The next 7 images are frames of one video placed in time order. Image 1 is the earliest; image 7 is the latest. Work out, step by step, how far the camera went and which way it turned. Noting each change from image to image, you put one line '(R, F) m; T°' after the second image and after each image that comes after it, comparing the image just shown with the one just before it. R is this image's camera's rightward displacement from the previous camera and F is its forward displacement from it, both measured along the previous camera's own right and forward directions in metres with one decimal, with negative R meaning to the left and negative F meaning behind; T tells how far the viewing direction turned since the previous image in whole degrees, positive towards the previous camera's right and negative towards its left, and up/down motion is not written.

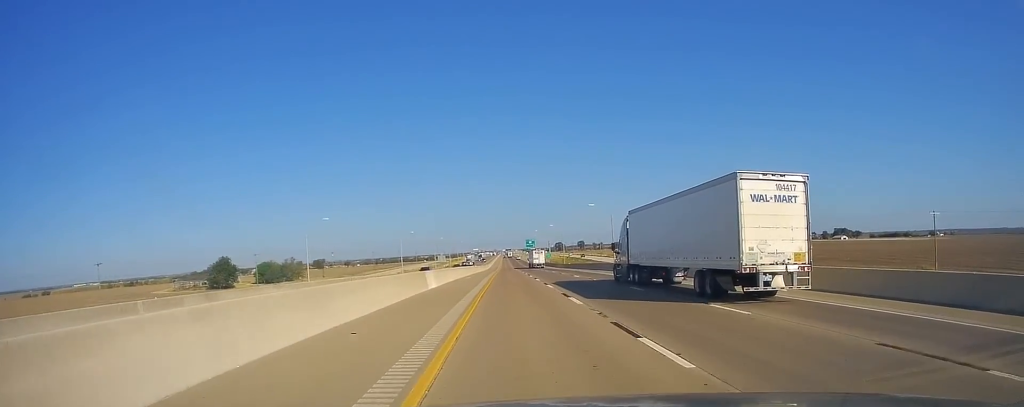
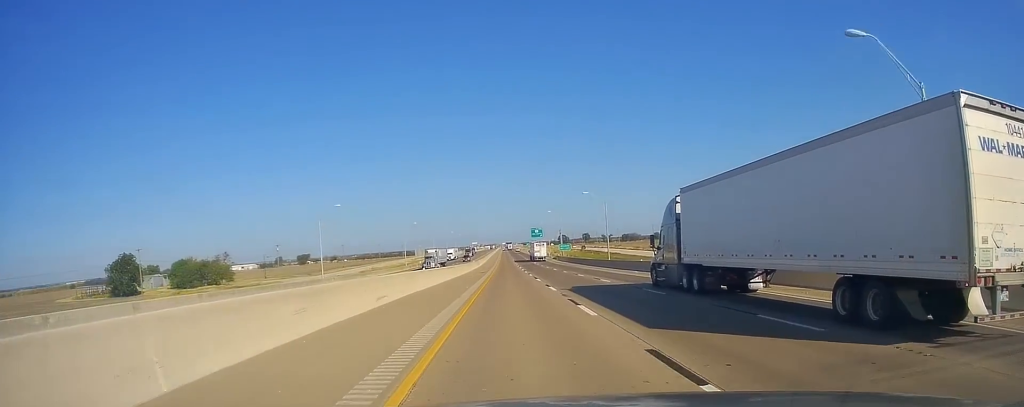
(+0.4, +64.7) m; +2°
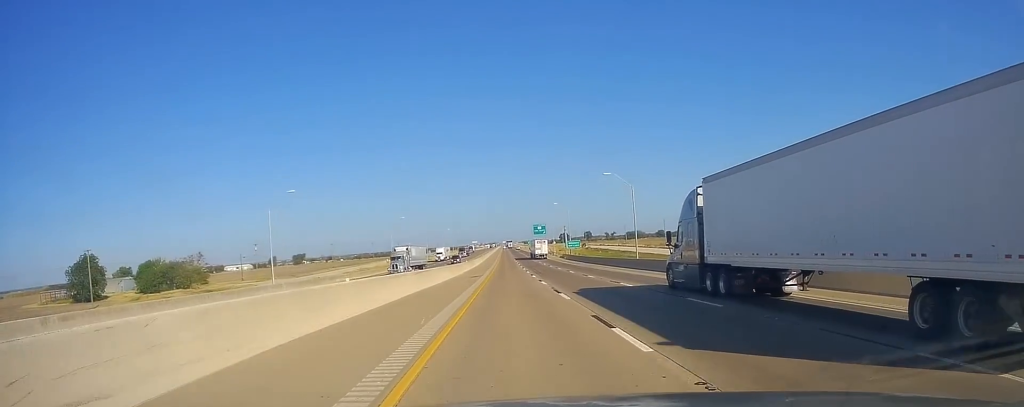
(+0.5, +18.3) m; 0°
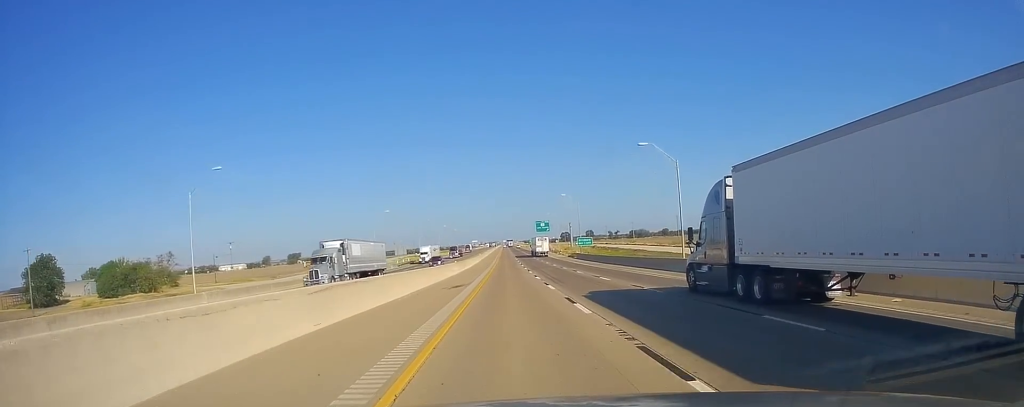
(+0.6, +17.7) m; 0°
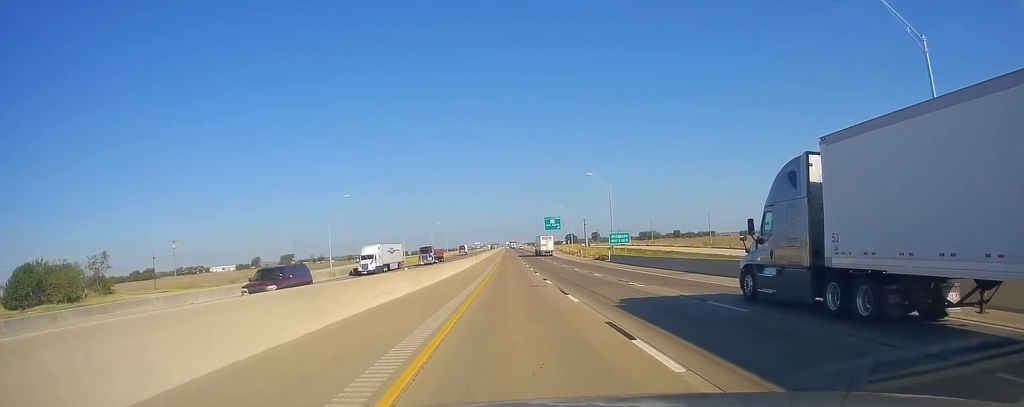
(-1.1, +32.1) m; -1°
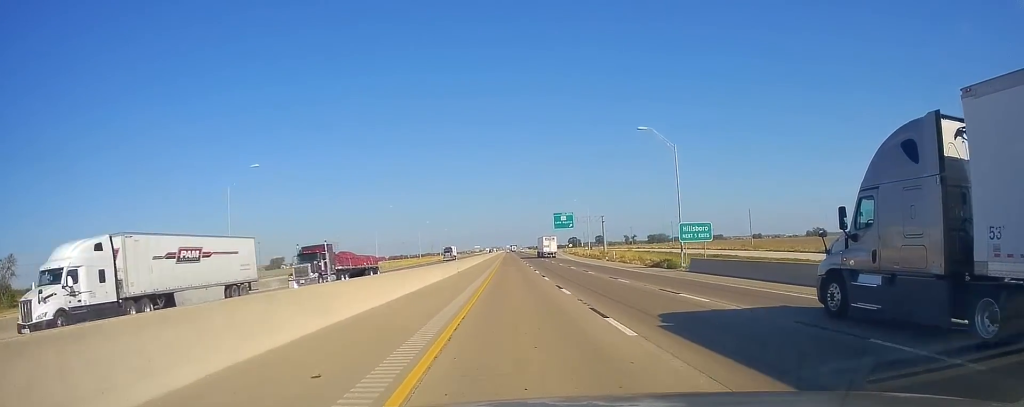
(+0.2, +33.0) m; 0°
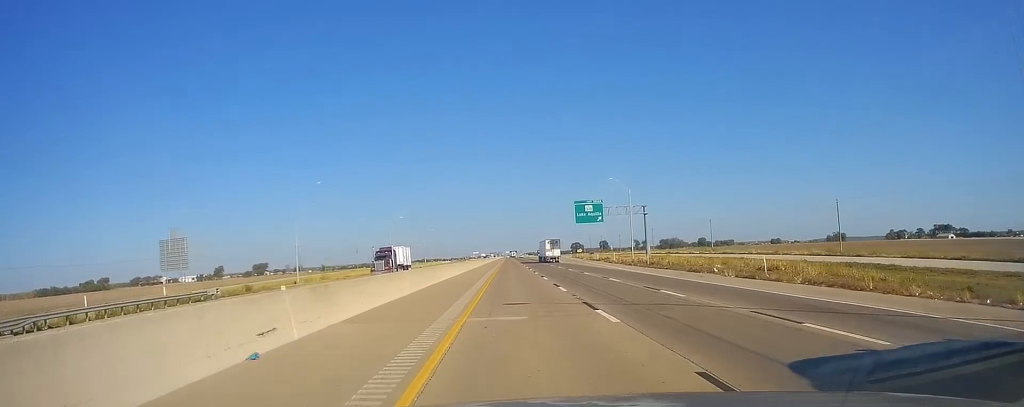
(-0.3, +46.2) m; 0°
